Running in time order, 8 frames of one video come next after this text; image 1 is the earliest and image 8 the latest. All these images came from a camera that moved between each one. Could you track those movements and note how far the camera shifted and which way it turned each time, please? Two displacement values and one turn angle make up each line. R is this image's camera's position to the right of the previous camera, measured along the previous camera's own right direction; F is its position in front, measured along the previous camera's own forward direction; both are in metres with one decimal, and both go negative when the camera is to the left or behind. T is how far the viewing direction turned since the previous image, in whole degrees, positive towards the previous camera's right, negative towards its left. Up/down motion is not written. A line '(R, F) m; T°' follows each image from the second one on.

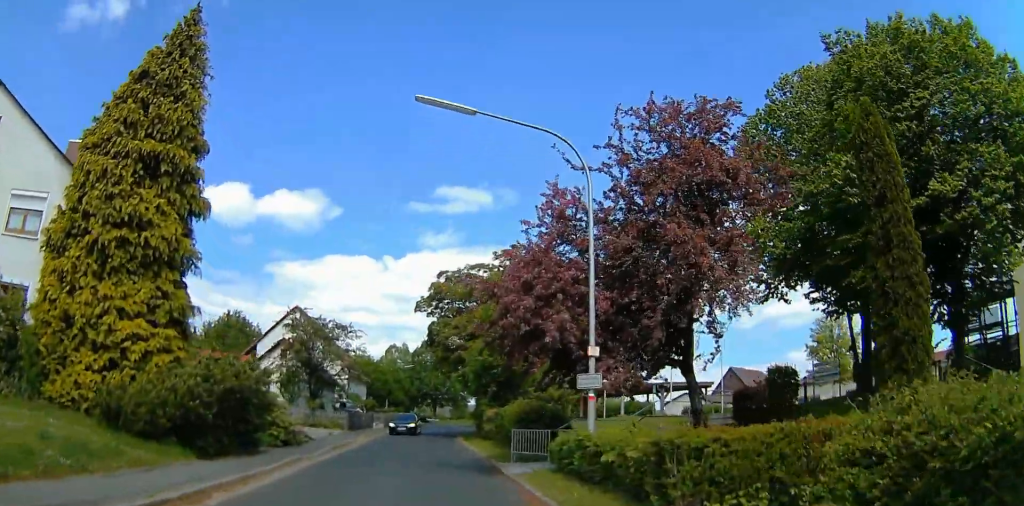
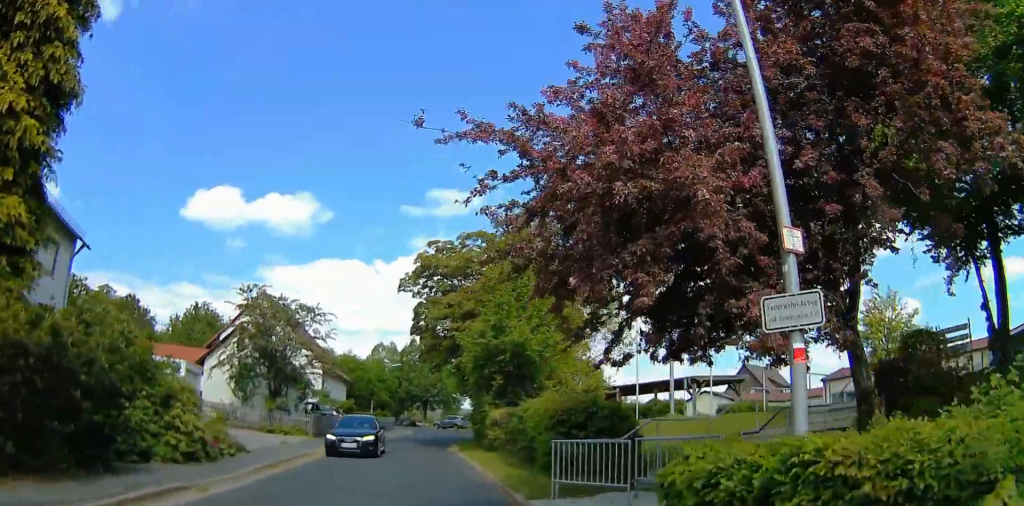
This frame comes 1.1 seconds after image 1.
(-0.1, +8.9) m; -2°
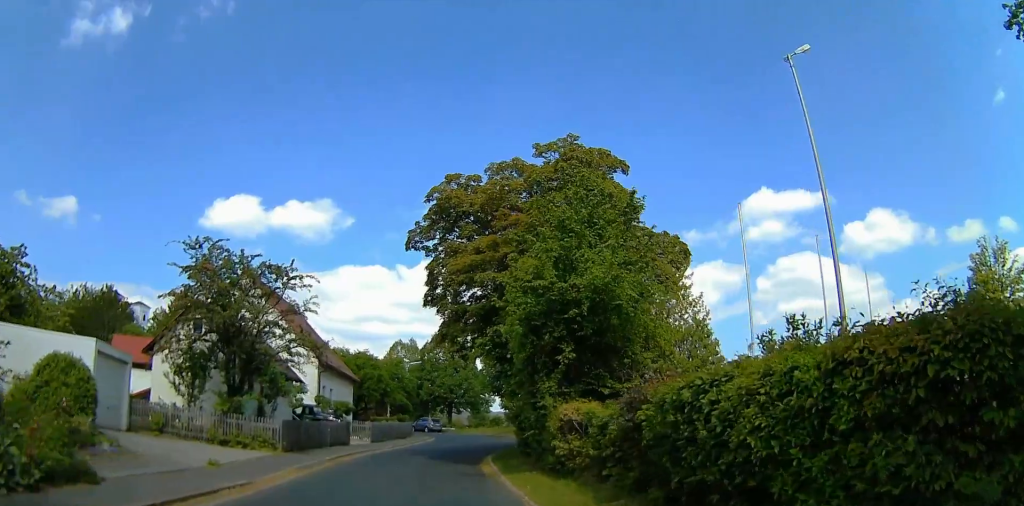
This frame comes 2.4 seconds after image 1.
(0.0, +10.3) m; 0°
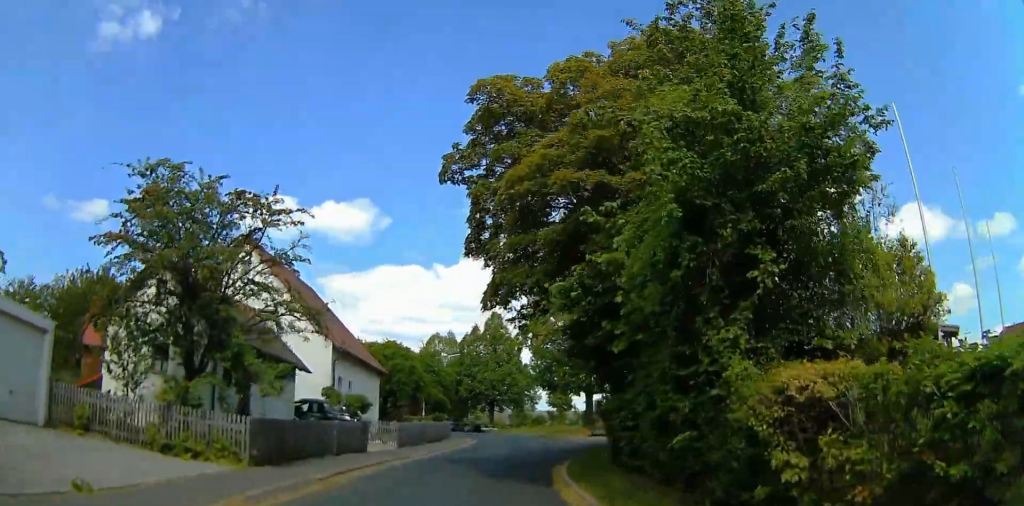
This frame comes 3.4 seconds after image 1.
(0.0, +6.3) m; -2°
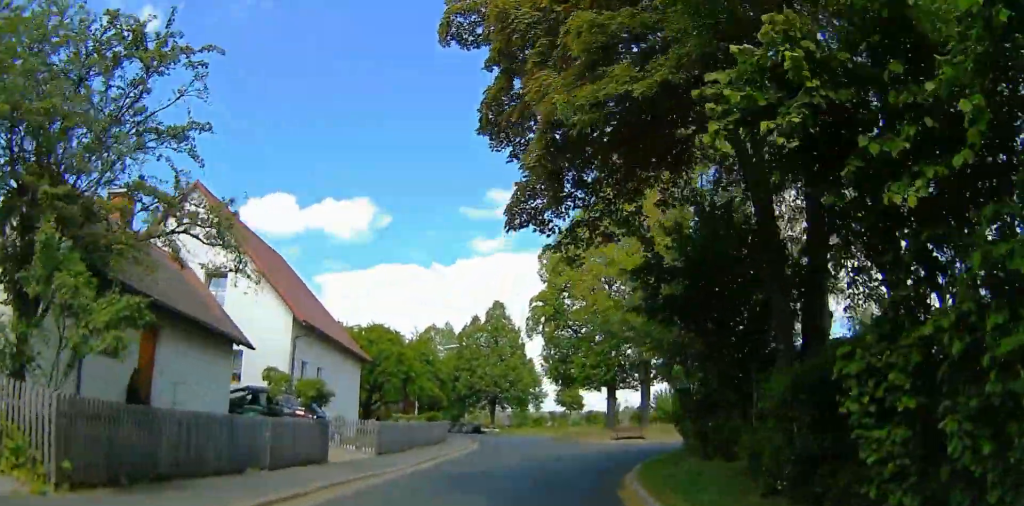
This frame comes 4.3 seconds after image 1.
(-0.2, +6.2) m; +1°
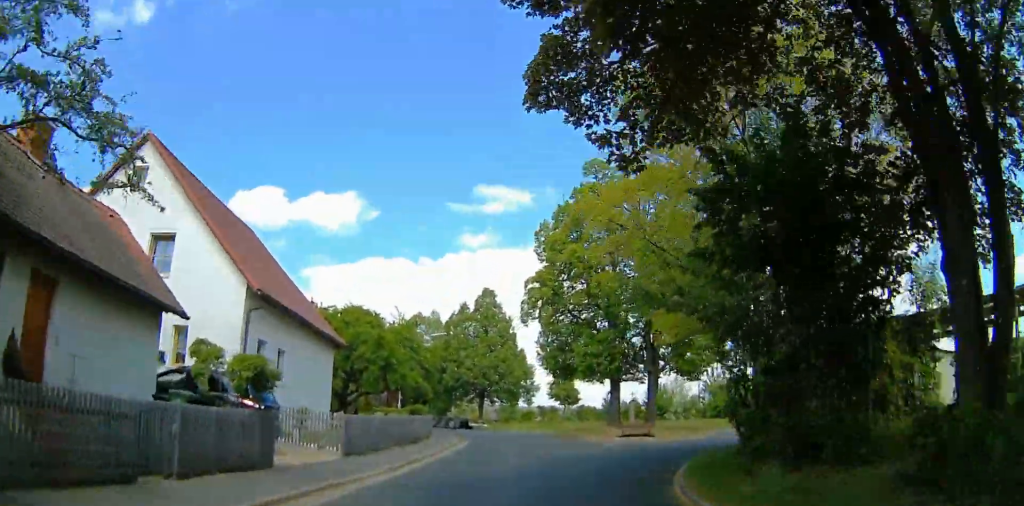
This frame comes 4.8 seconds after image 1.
(0.0, +3.6) m; +2°
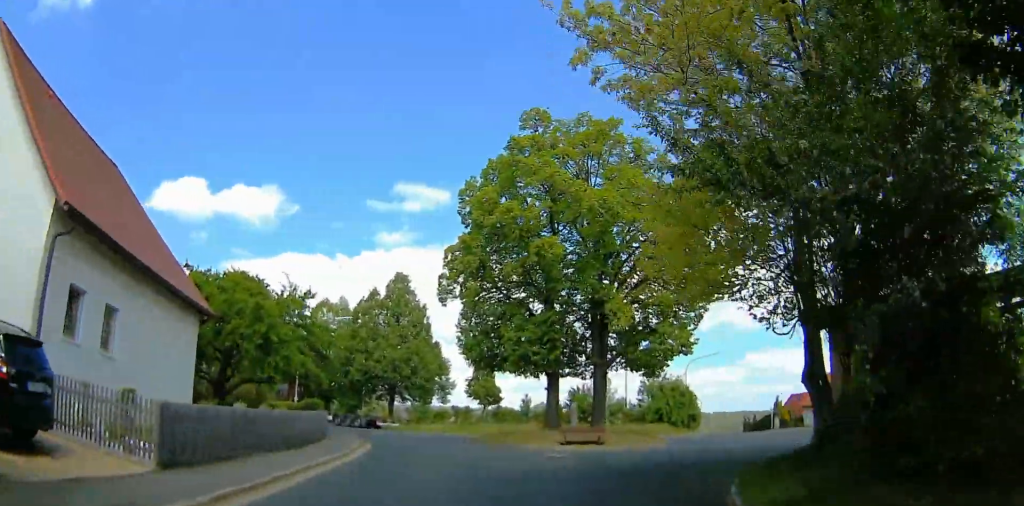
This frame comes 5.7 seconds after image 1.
(+0.4, +6.7) m; +6°
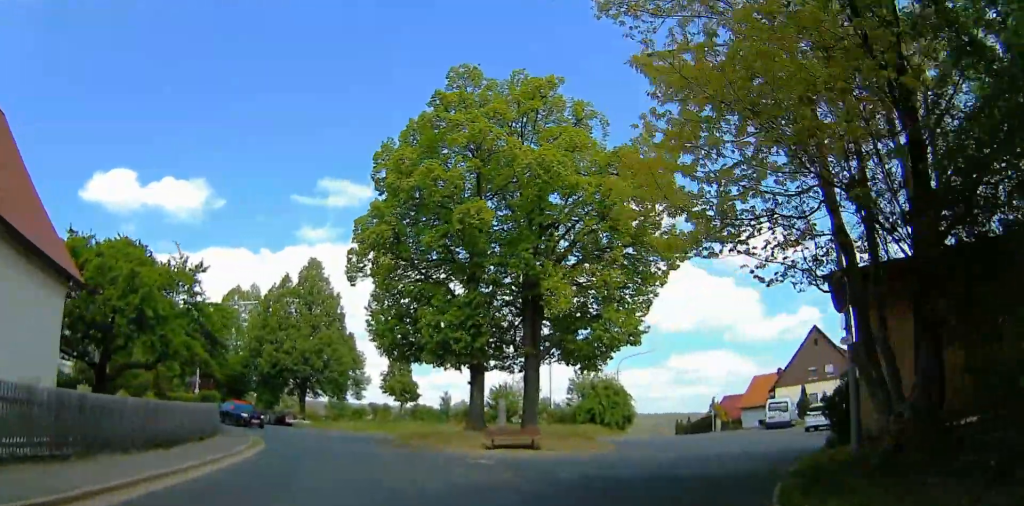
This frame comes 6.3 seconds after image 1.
(+0.1, +4.2) m; +6°
